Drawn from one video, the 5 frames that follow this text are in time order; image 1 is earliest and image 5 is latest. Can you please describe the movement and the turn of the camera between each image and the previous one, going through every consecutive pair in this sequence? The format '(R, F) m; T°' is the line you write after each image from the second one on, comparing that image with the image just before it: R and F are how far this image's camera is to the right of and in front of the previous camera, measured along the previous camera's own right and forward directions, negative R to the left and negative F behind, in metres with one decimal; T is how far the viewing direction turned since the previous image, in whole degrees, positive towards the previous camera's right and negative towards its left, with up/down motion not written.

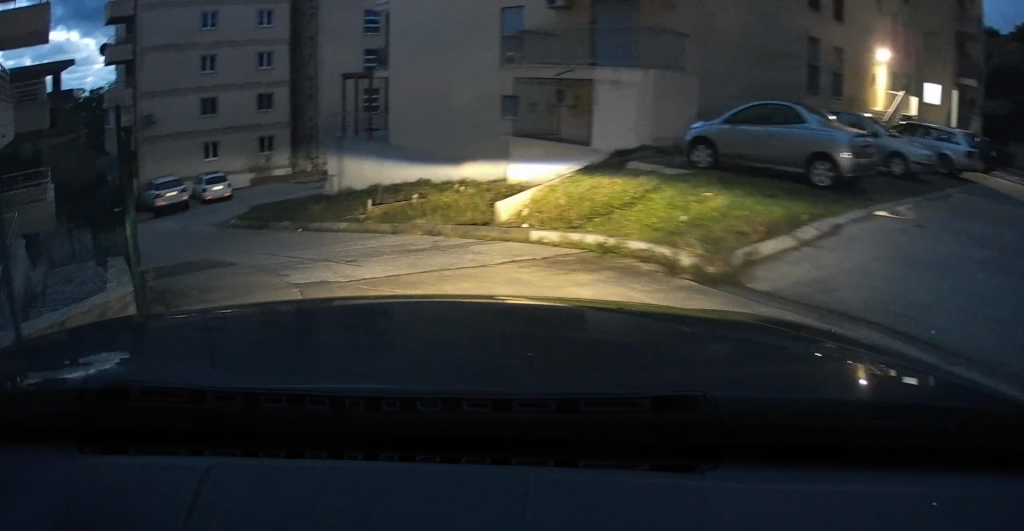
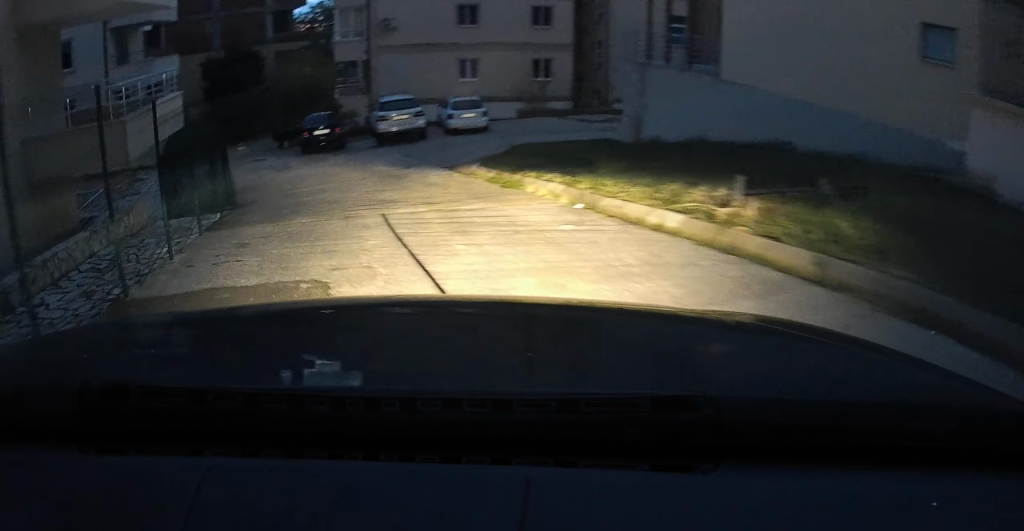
(-2.1, +7.2) m; -30°
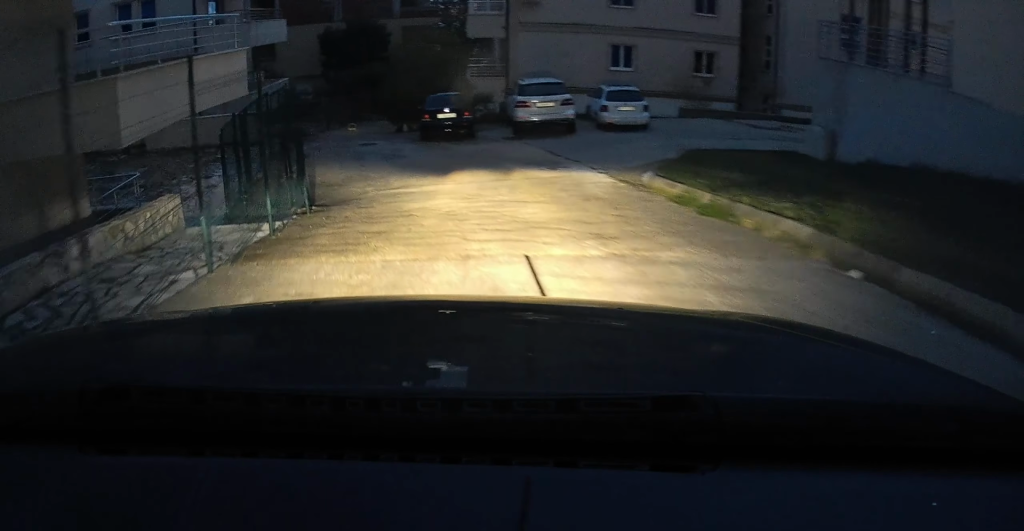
(-0.5, +3.1) m; -6°
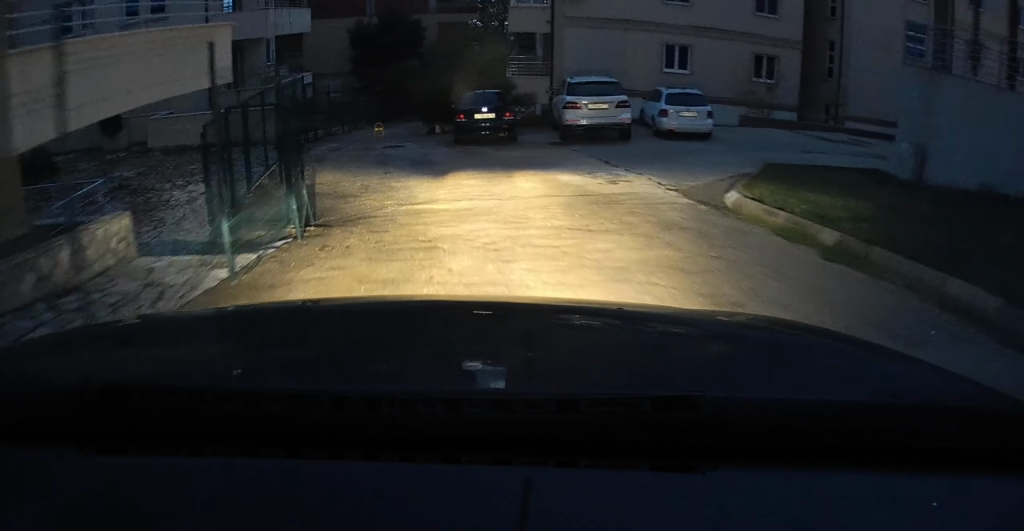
(+0.1, +1.9) m; +3°
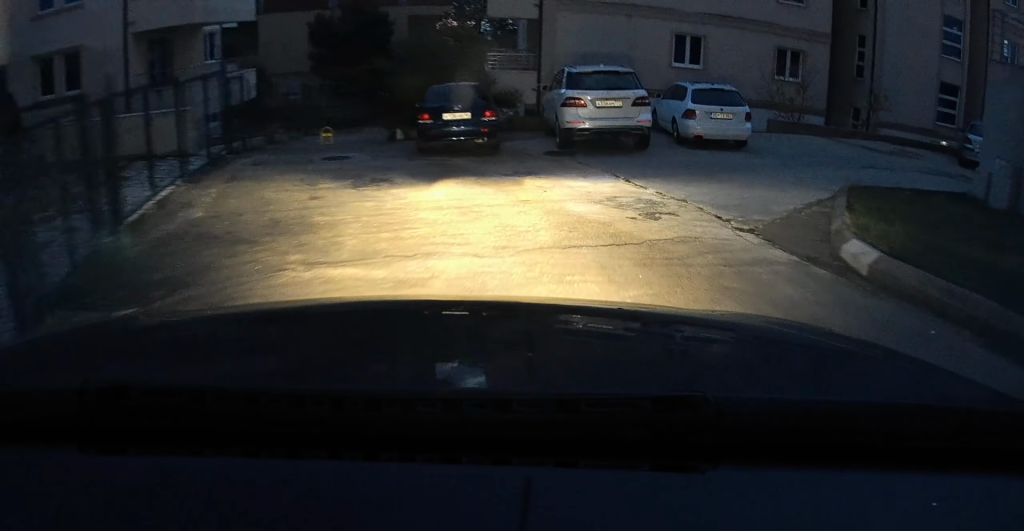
(+0.1, +3.5) m; +4°
